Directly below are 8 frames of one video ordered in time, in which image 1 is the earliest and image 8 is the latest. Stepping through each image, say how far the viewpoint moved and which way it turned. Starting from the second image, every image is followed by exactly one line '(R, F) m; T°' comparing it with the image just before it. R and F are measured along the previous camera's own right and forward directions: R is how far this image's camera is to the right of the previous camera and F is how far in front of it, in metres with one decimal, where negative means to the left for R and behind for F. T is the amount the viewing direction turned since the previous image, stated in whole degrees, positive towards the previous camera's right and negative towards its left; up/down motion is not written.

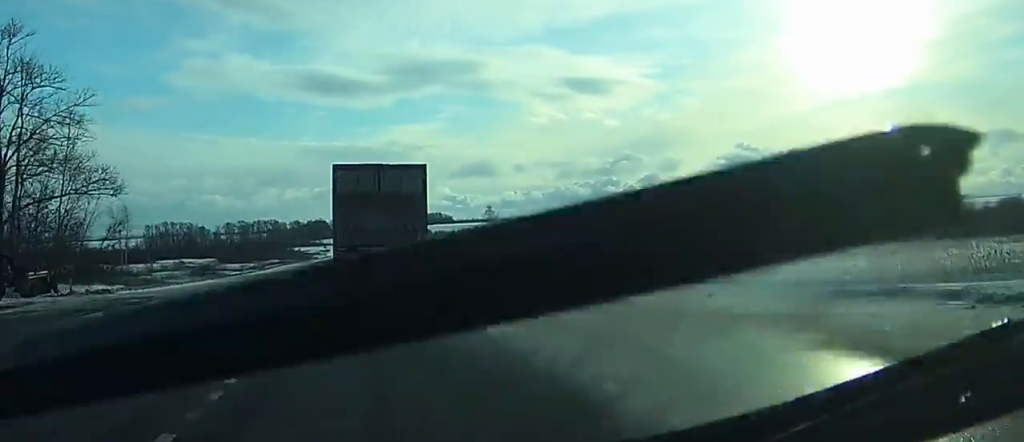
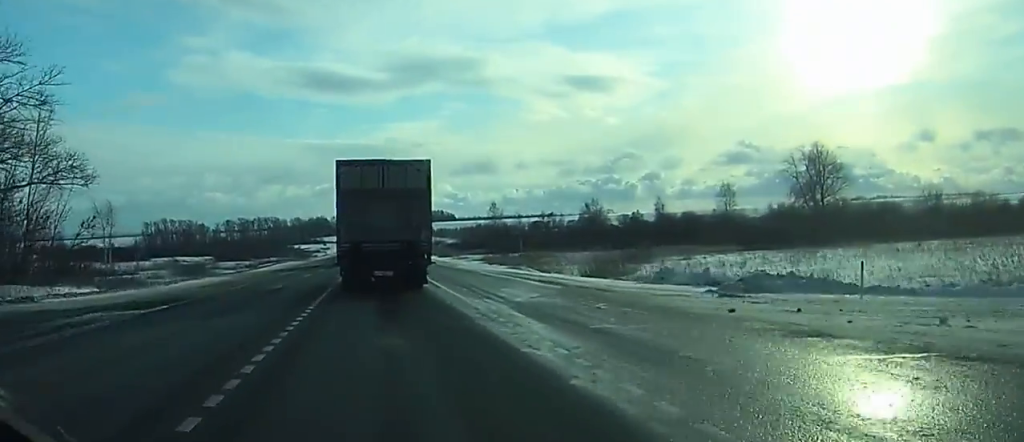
(-0.1, +8.1) m; 0°
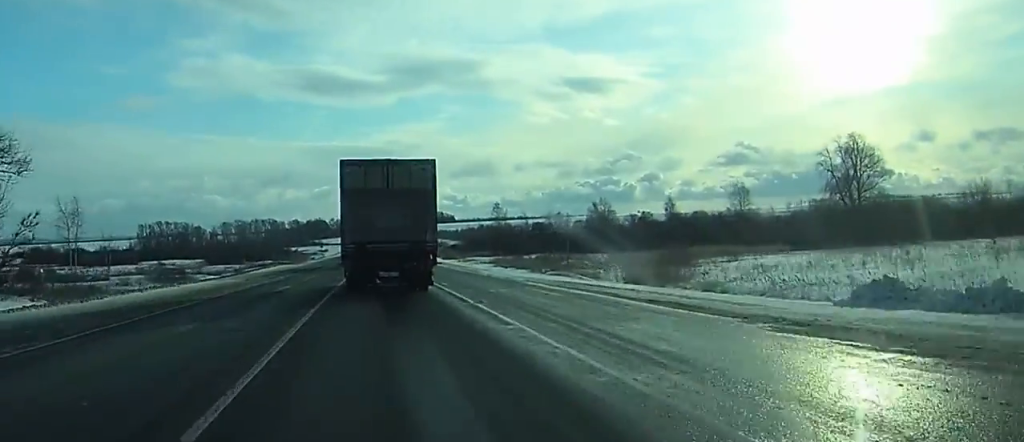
(-0.1, +12.7) m; 0°
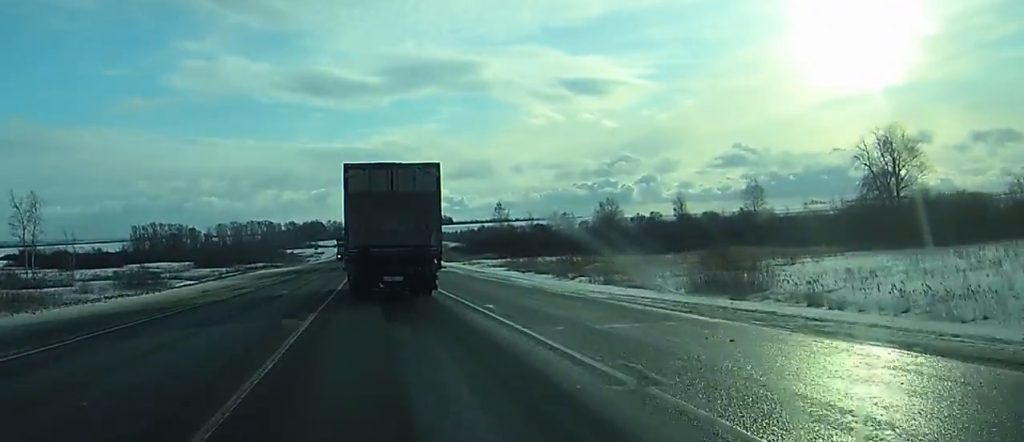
(0.0, +12.2) m; 0°
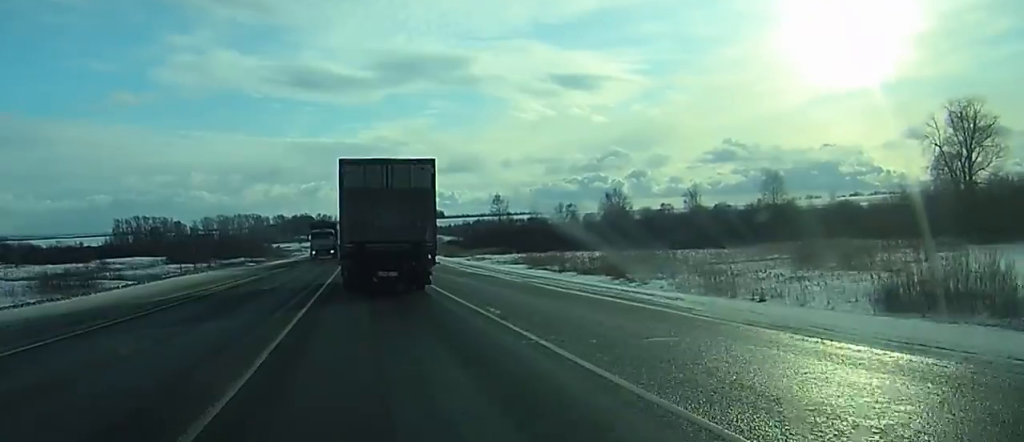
(+0.2, +20.3) m; +1°
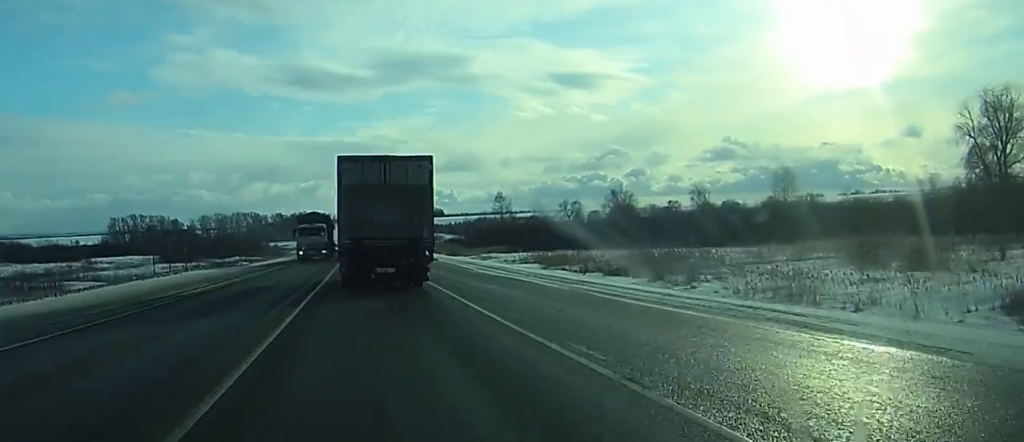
(0.0, +7.6) m; 0°
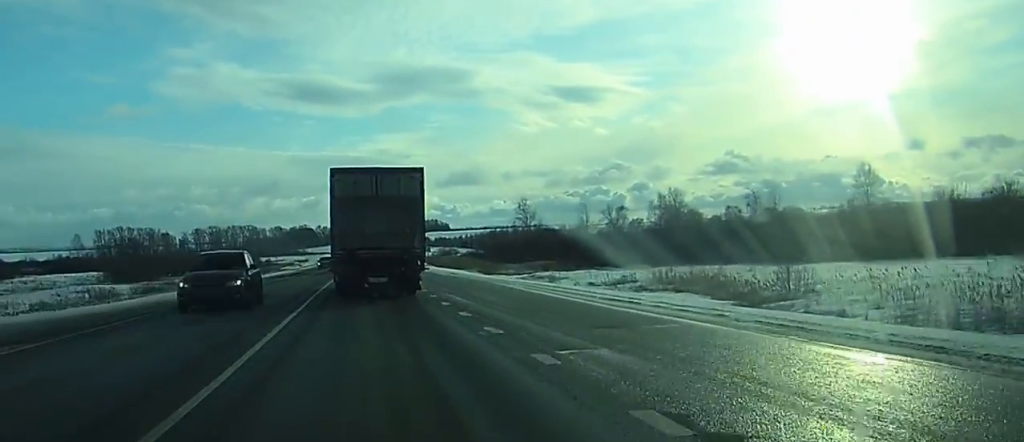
(-0.1, +42.8) m; -2°
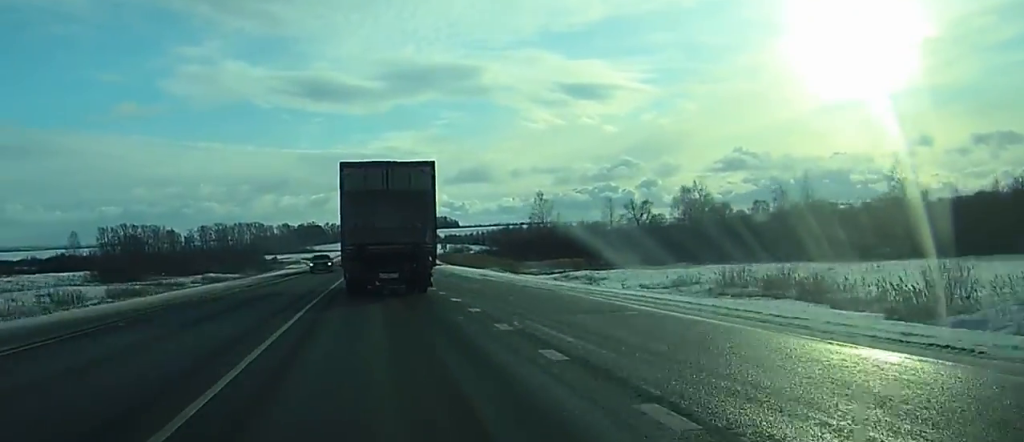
(-0.3, +11.9) m; -1°
